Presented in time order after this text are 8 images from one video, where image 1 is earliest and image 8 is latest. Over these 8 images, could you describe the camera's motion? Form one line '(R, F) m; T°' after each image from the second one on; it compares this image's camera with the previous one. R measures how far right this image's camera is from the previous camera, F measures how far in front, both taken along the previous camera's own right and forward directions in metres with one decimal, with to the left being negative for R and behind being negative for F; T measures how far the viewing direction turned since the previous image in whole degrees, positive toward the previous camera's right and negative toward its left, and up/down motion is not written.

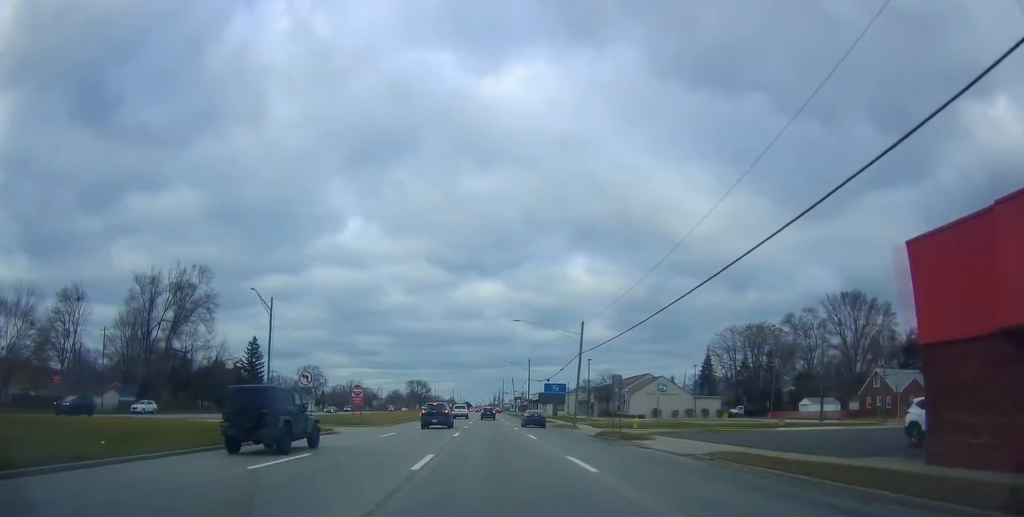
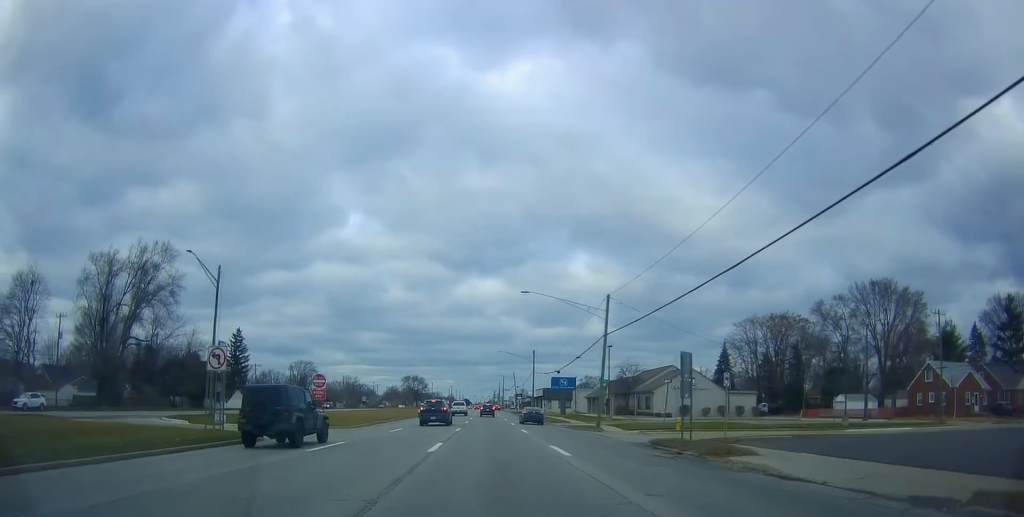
(-0.4, +11.4) m; -1°
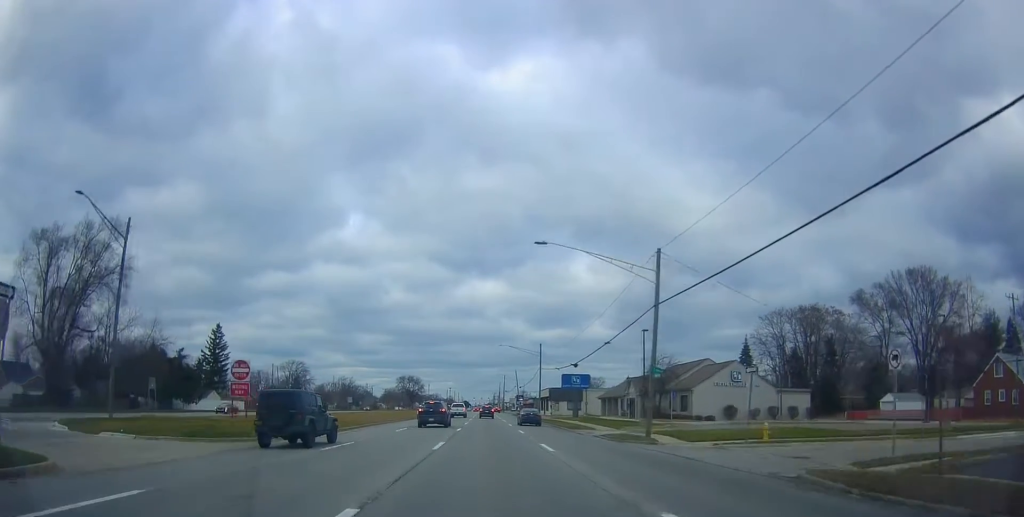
(+0.2, +12.8) m; +1°
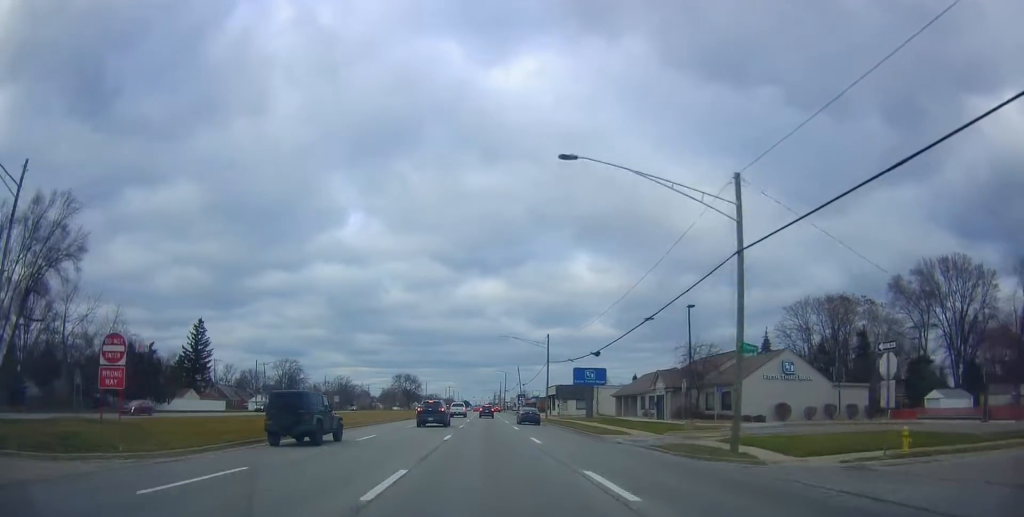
(0.0, +10.2) m; +1°
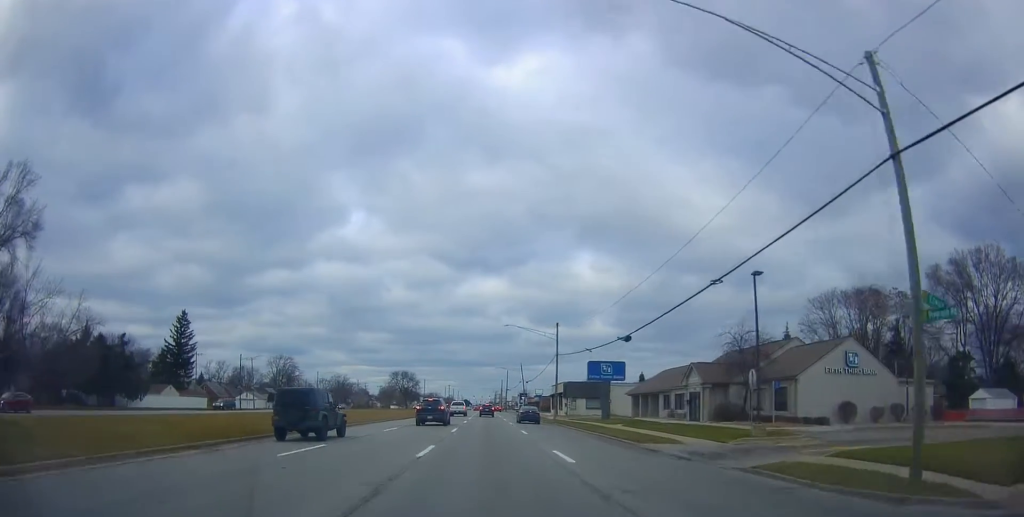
(+0.2, +8.8) m; 0°
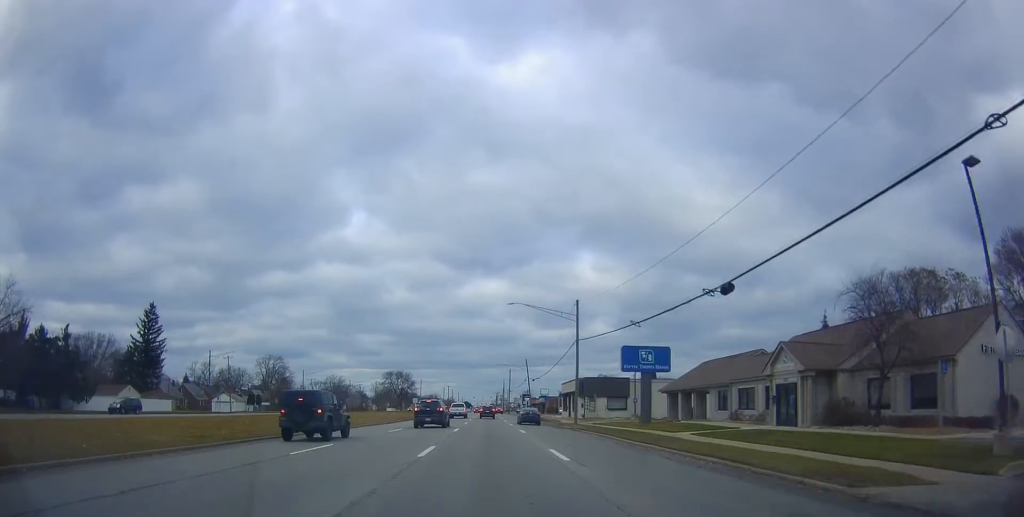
(+0.1, +14.2) m; -1°
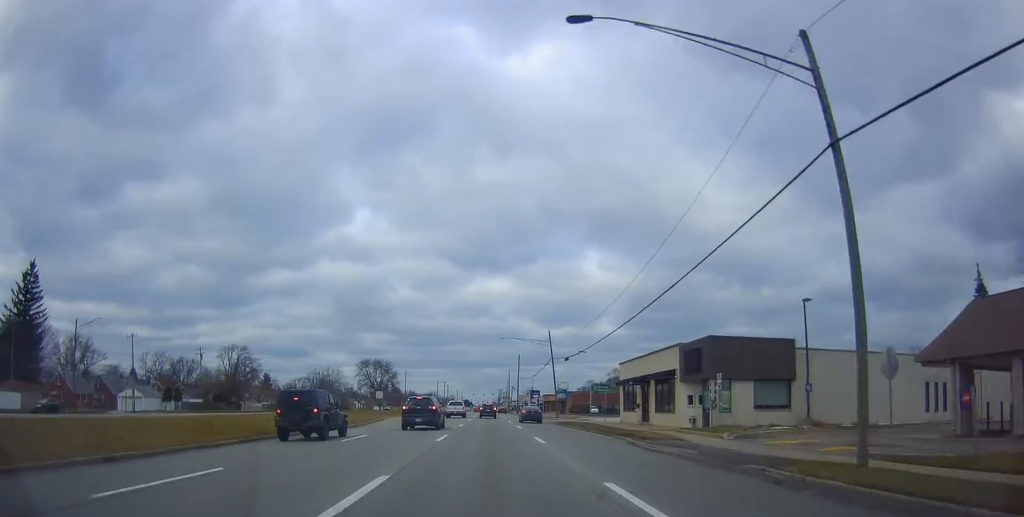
(0.0, +39.8) m; 0°
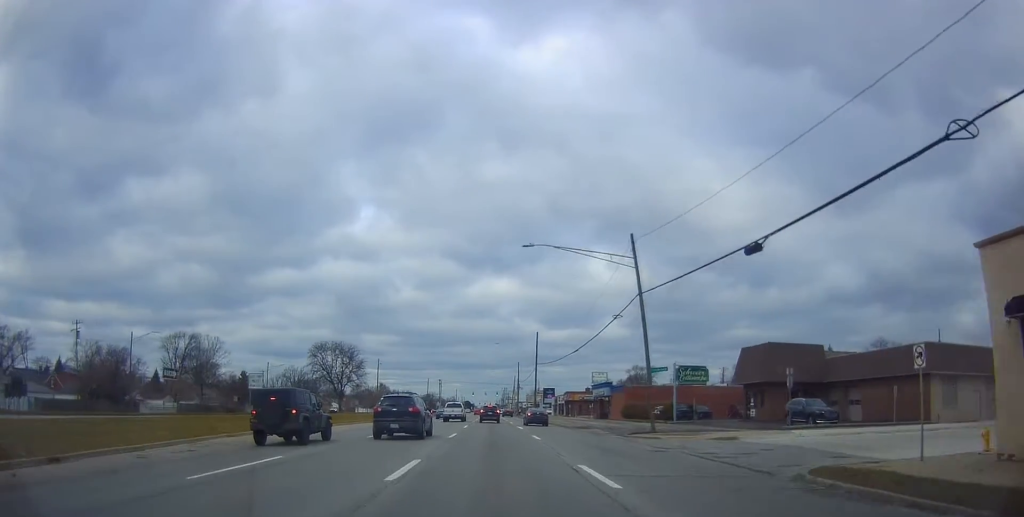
(0.0, +41.7) m; +1°
